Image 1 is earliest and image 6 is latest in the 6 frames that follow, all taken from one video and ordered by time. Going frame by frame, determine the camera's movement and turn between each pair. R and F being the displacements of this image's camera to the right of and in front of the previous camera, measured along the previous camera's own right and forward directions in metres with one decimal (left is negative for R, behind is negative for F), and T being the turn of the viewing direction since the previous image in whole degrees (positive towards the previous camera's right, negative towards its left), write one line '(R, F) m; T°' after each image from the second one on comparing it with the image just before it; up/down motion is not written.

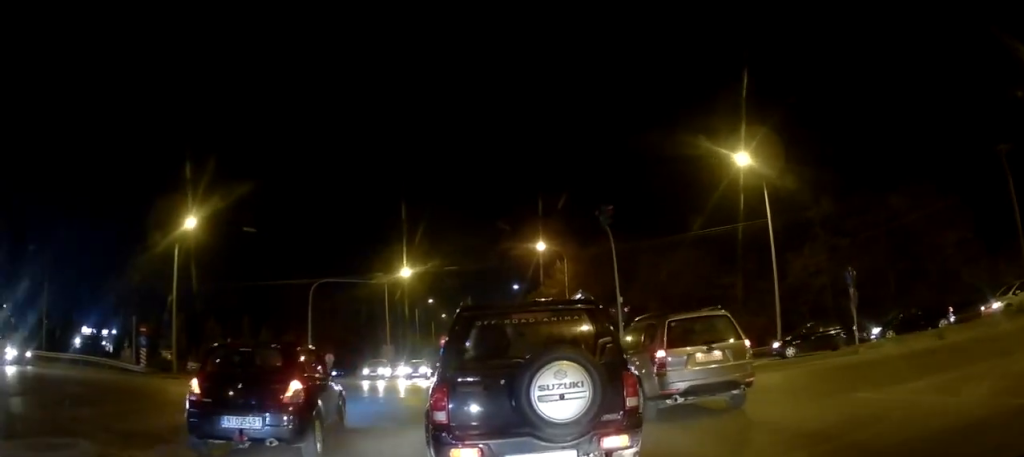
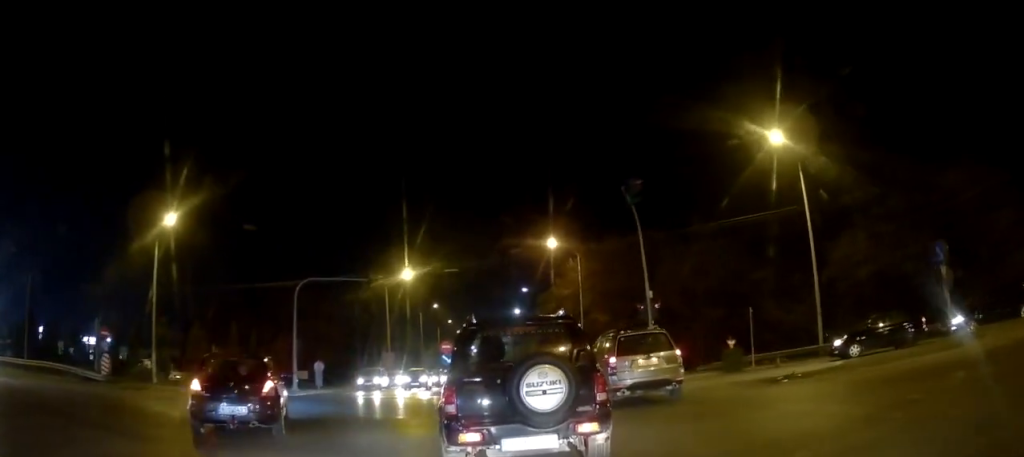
(0.0, +4.9) m; +2°
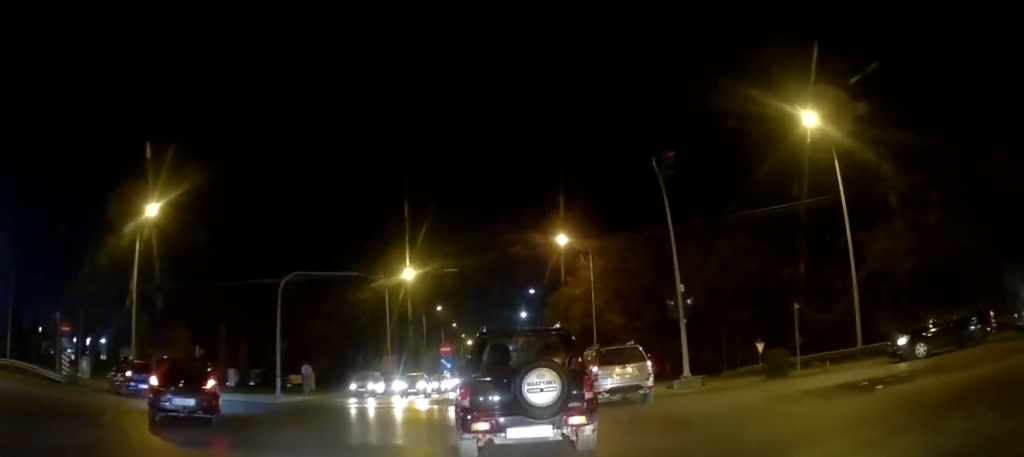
(+0.1, +4.1) m; -3°
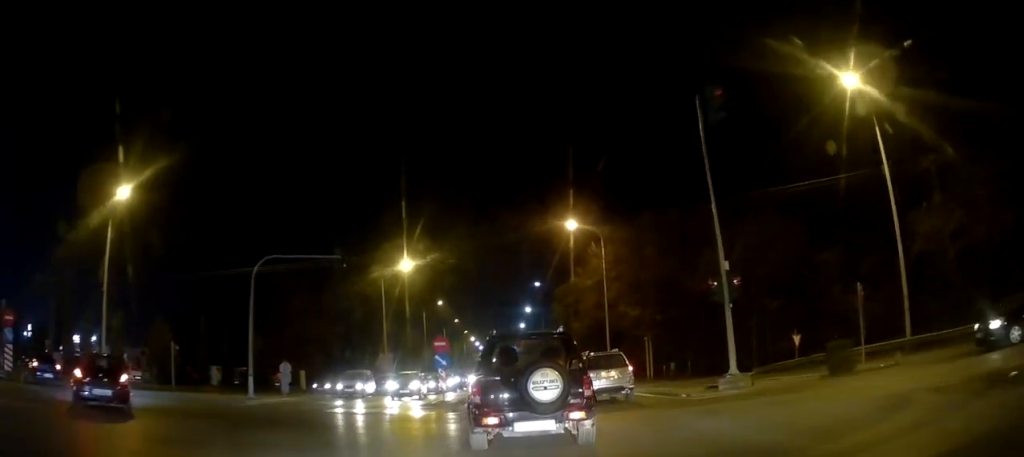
(-0.2, +4.6) m; -1°
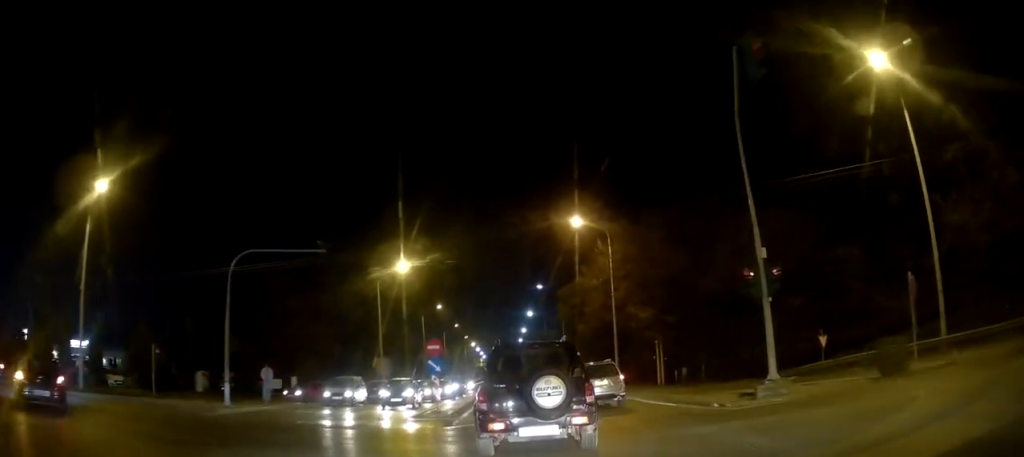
(-0.3, +2.8) m; +1°
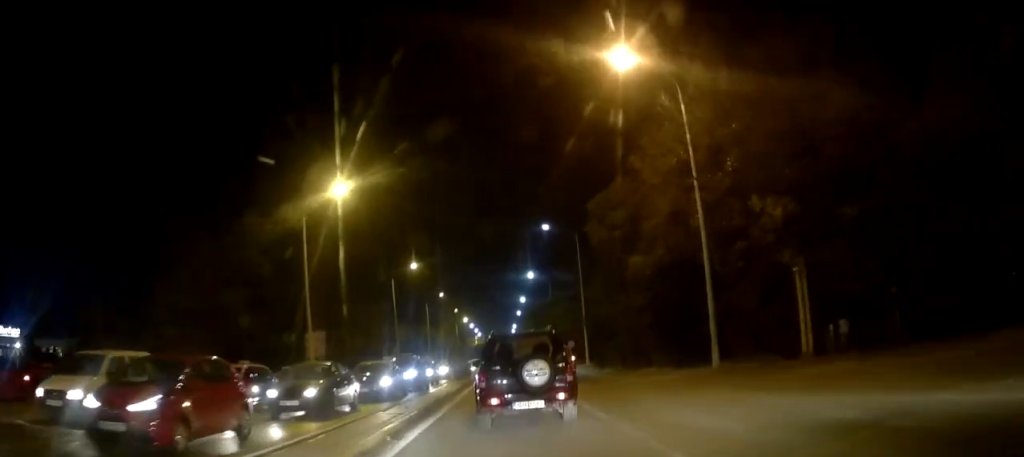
(+0.2, +21.3) m; -1°
